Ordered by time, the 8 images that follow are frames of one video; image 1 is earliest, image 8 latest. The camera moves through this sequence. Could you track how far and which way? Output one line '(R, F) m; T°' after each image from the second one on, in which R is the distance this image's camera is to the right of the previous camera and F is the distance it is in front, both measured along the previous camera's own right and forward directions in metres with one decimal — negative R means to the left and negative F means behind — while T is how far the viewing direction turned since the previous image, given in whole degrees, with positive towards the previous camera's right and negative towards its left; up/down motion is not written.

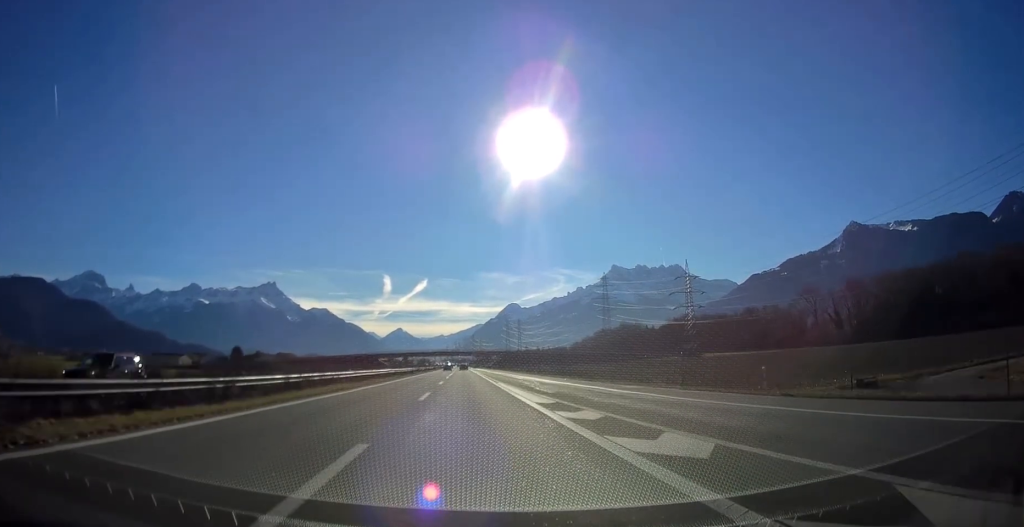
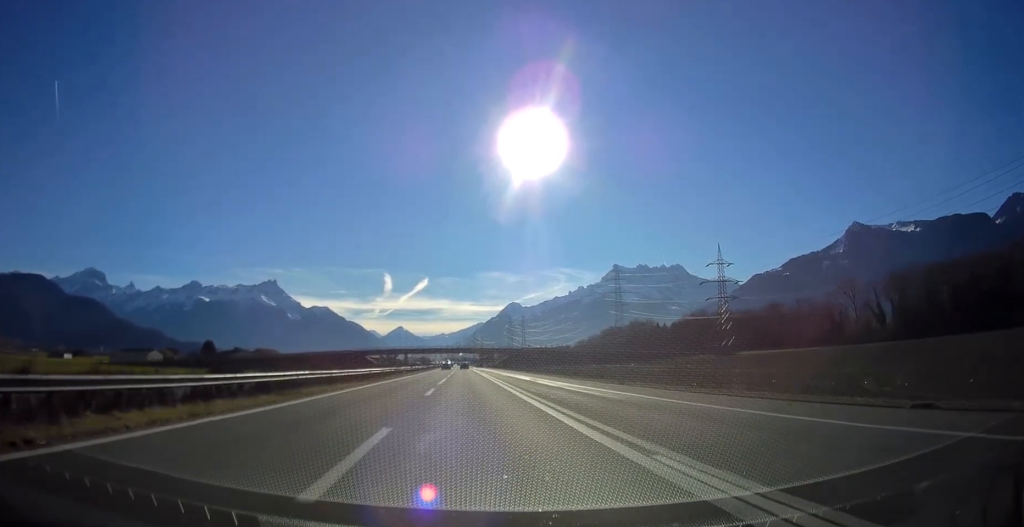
(+0.1, +33.8) m; 0°
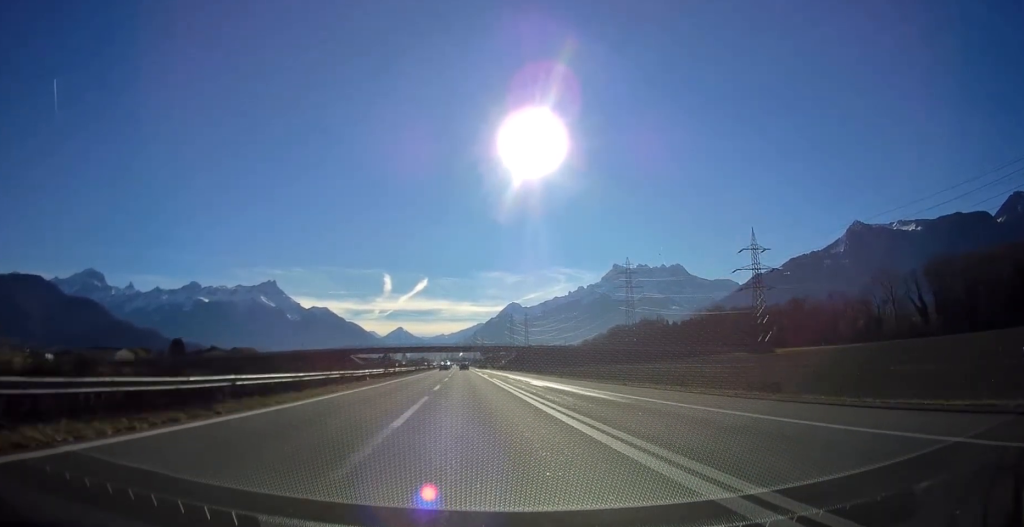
(-0.1, +29.2) m; 0°
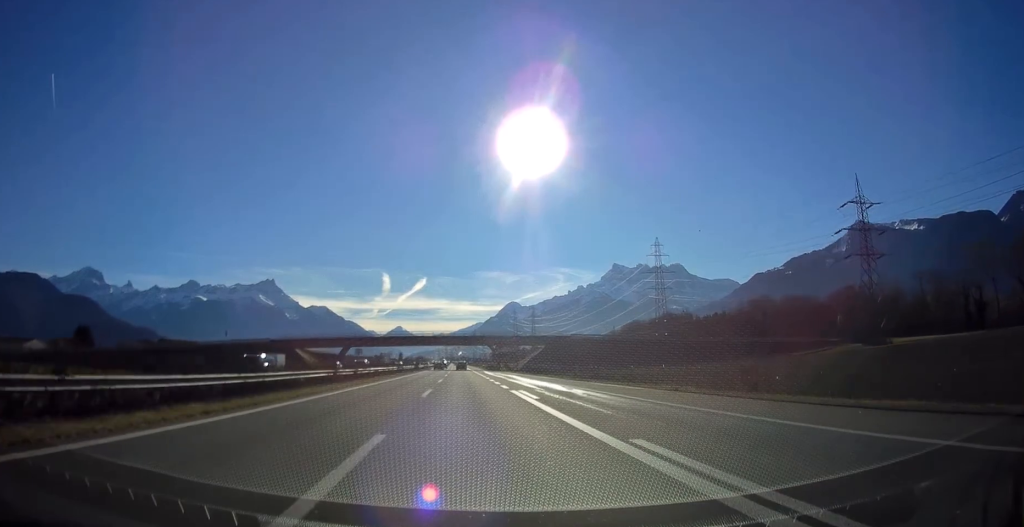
(+0.3, +61.8) m; 0°
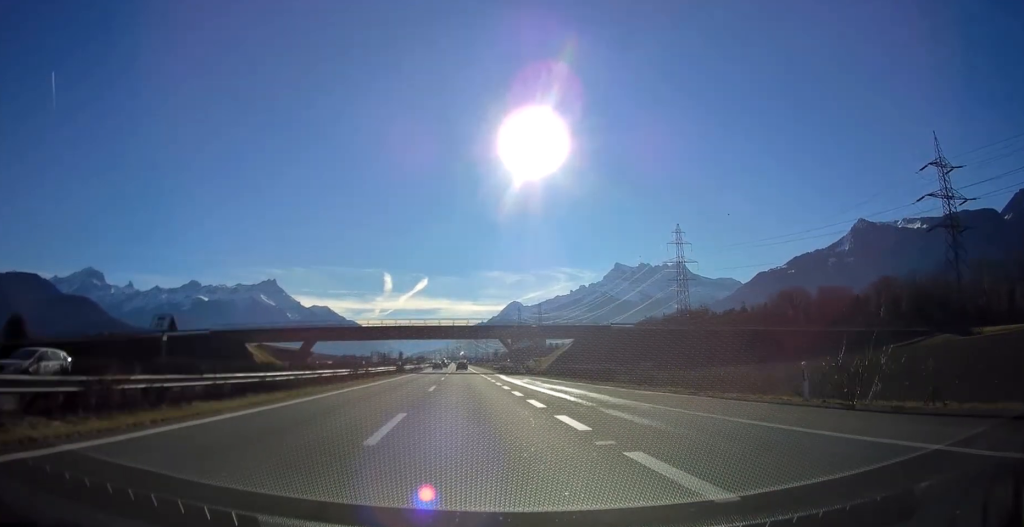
(-0.1, +31.5) m; 0°
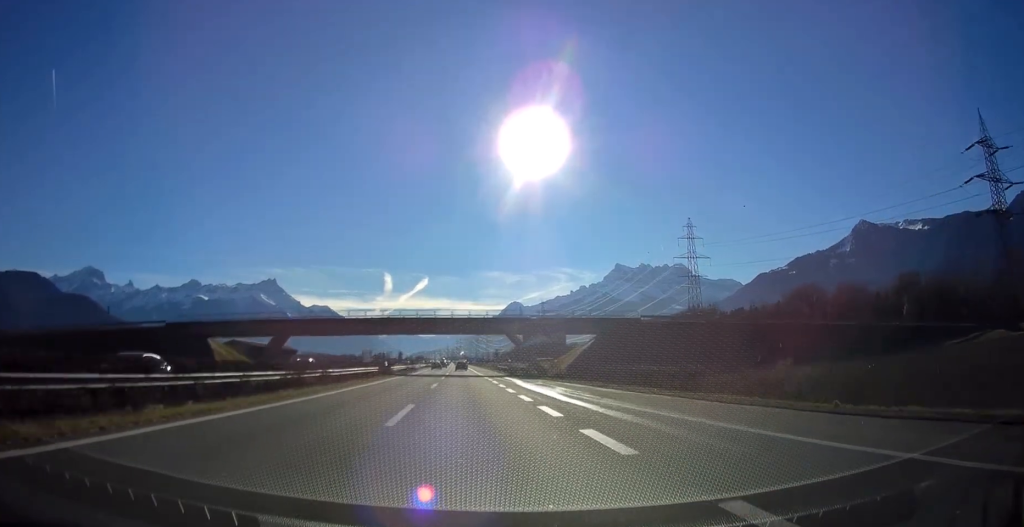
(0.0, +14.6) m; 0°
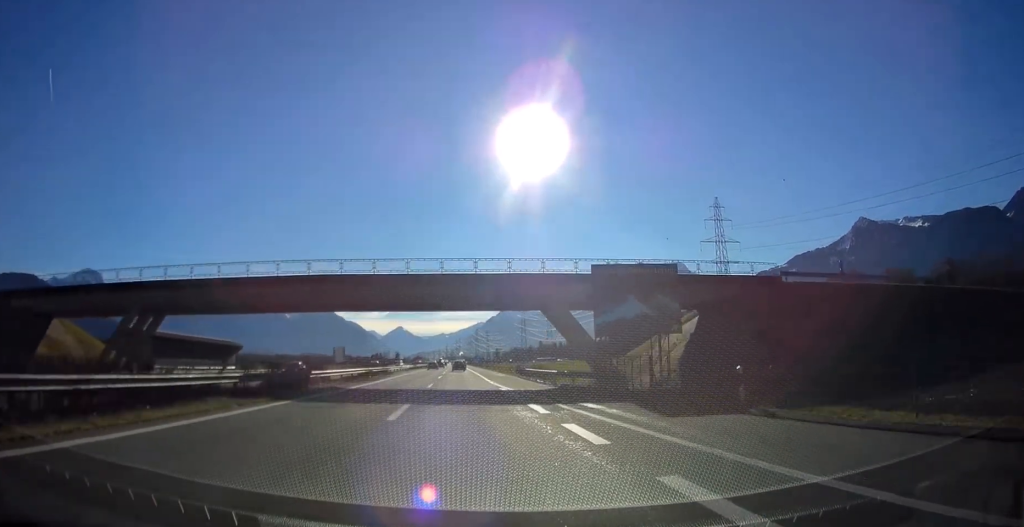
(0.0, +34.9) m; 0°
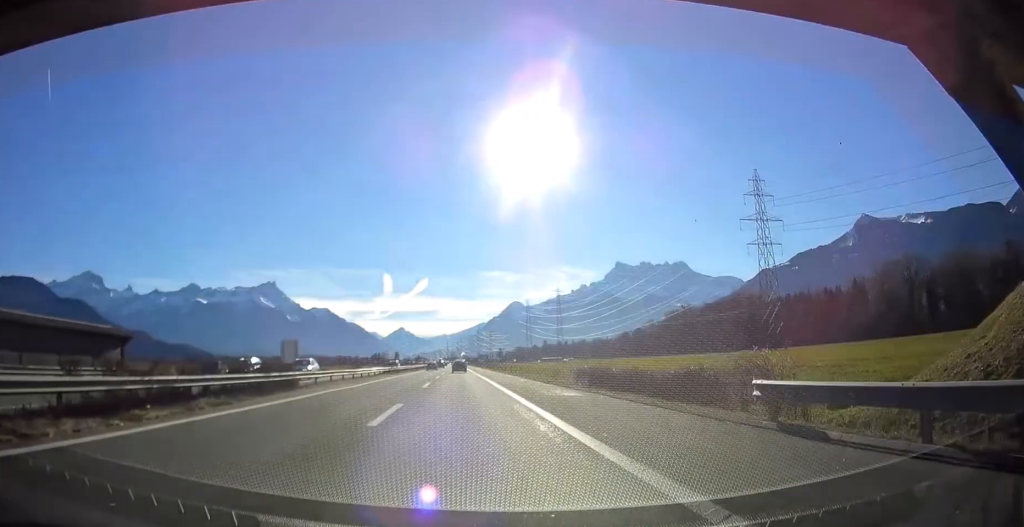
(+0.1, +37.2) m; 0°
